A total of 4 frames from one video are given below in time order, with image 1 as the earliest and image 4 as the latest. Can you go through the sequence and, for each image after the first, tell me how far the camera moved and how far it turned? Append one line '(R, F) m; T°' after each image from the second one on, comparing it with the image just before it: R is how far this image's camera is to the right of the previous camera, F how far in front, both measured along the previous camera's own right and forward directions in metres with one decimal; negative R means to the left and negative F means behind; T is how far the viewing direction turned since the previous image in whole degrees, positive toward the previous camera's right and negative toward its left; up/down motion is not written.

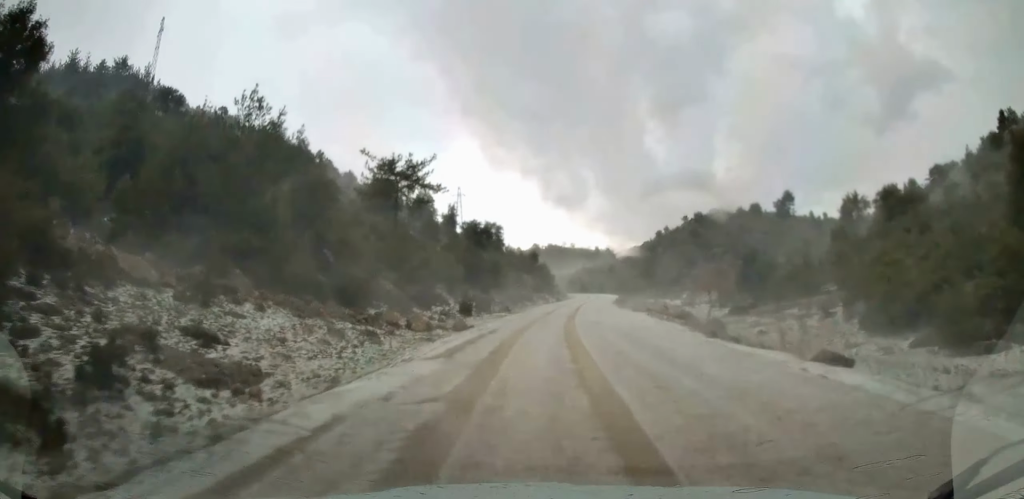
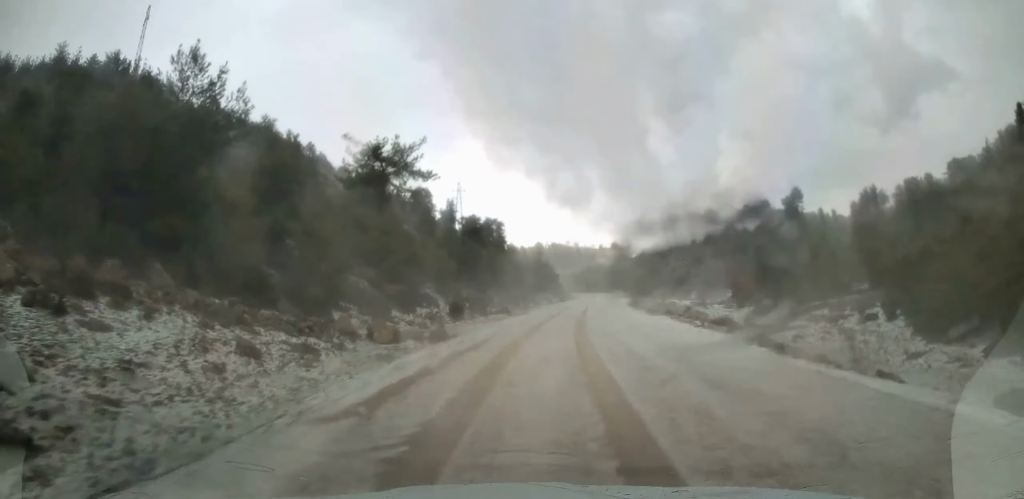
(-0.1, +6.5) m; -1°
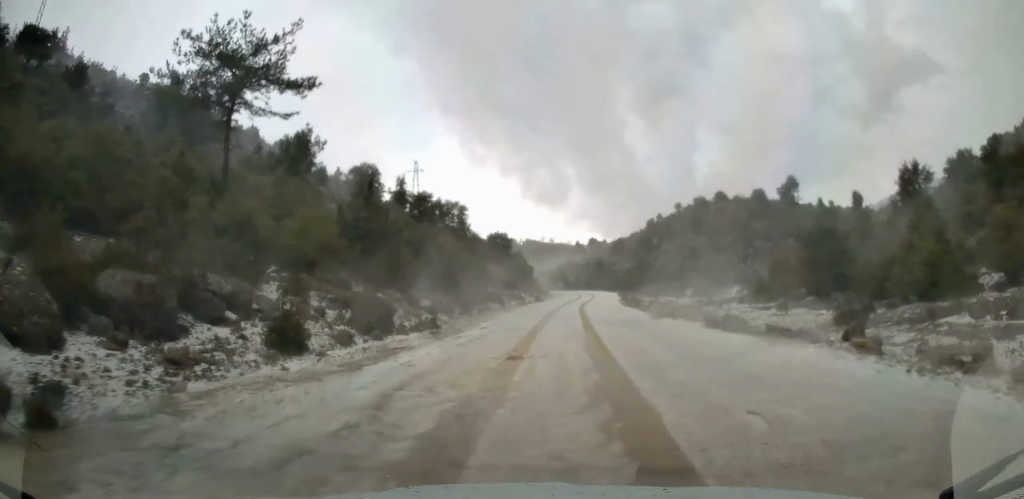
(+0.8, +23.2) m; +4°
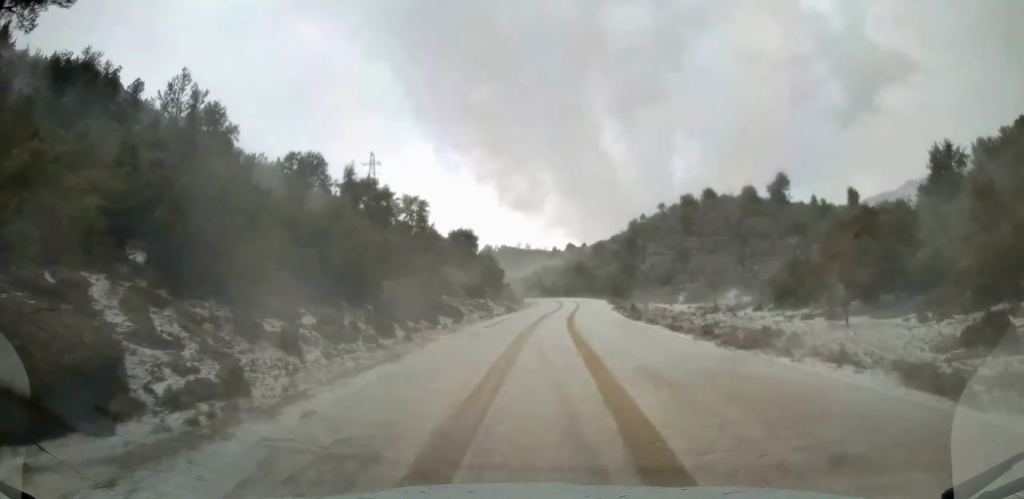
(+0.3, +15.9) m; +1°
